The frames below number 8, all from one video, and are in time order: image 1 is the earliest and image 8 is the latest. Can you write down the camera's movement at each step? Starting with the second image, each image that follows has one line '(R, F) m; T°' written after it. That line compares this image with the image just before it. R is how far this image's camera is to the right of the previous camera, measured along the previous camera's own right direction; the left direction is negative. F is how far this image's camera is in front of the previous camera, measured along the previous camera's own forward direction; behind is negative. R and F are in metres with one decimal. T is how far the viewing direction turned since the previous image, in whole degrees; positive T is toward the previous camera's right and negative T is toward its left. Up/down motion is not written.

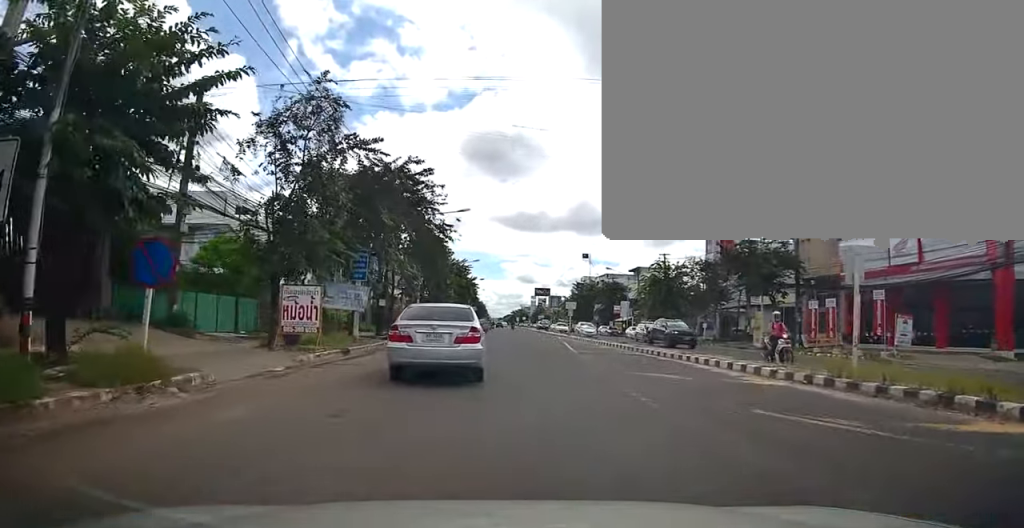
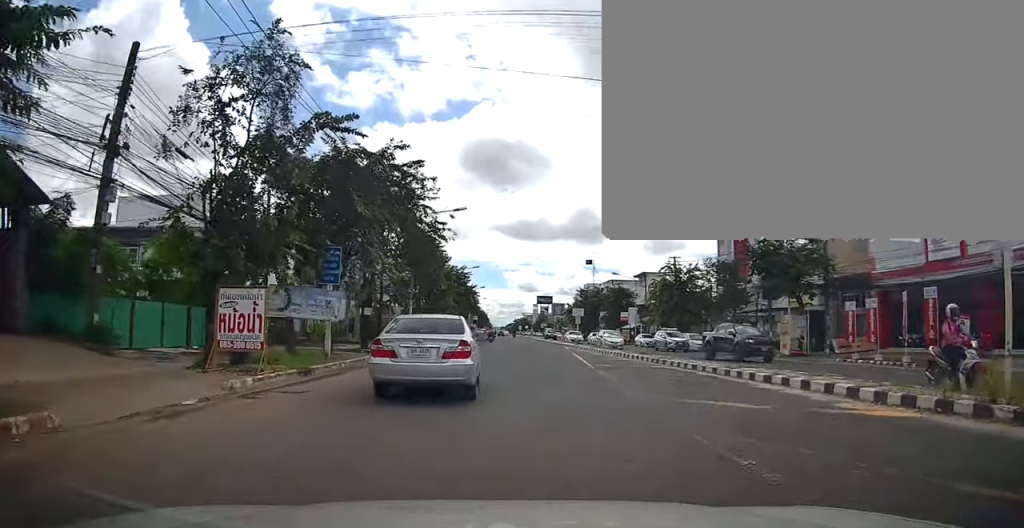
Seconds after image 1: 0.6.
(+0.1, +4.1) m; 0°
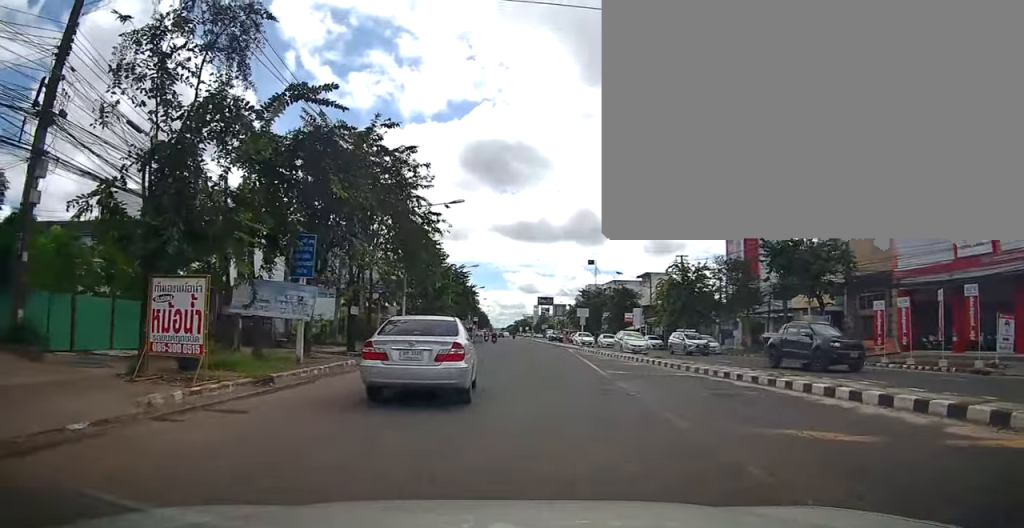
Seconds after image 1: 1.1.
(0.0, +2.8) m; +1°
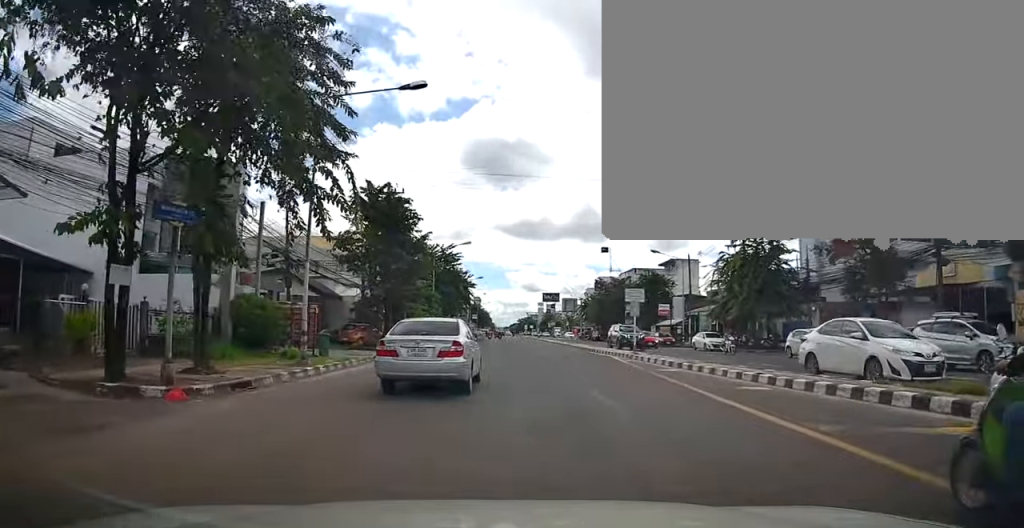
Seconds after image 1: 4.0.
(+1.6, +16.7) m; +4°
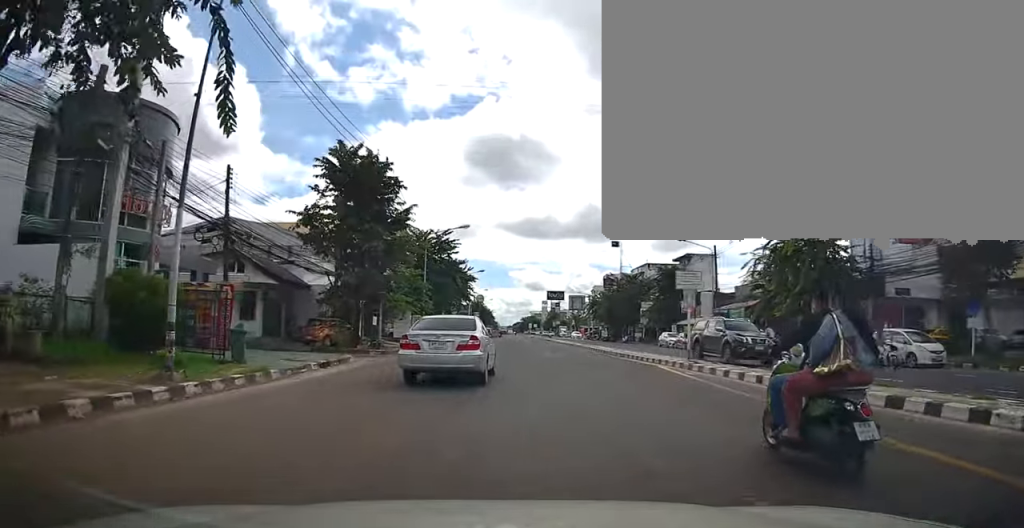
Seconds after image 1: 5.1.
(-0.4, +7.3) m; -3°
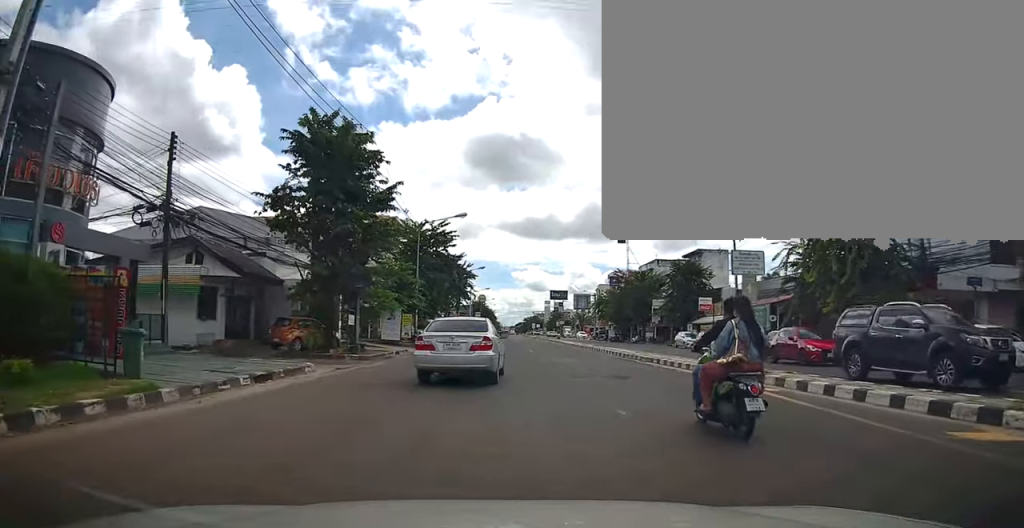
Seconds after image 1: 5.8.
(0.0, +4.7) m; +1°
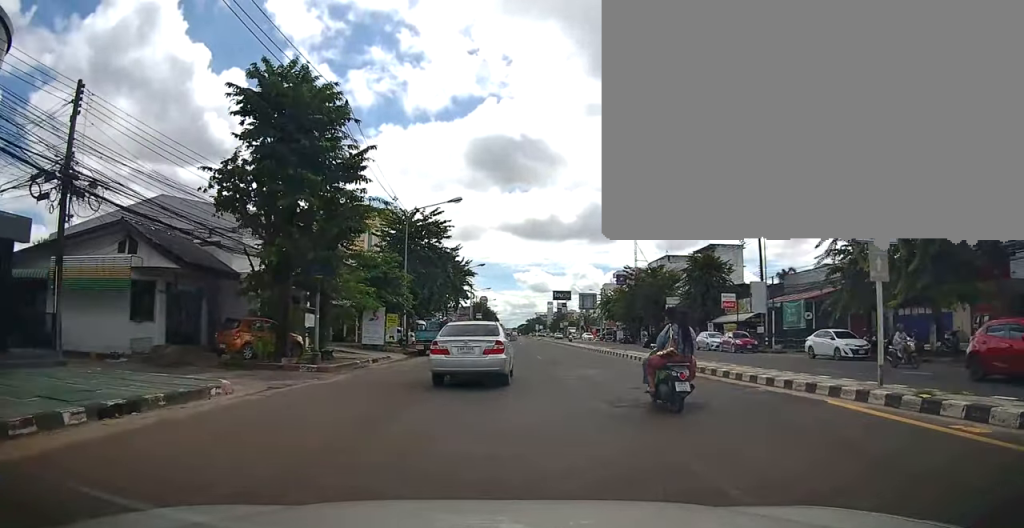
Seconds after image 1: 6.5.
(0.0, +5.4) m; 0°
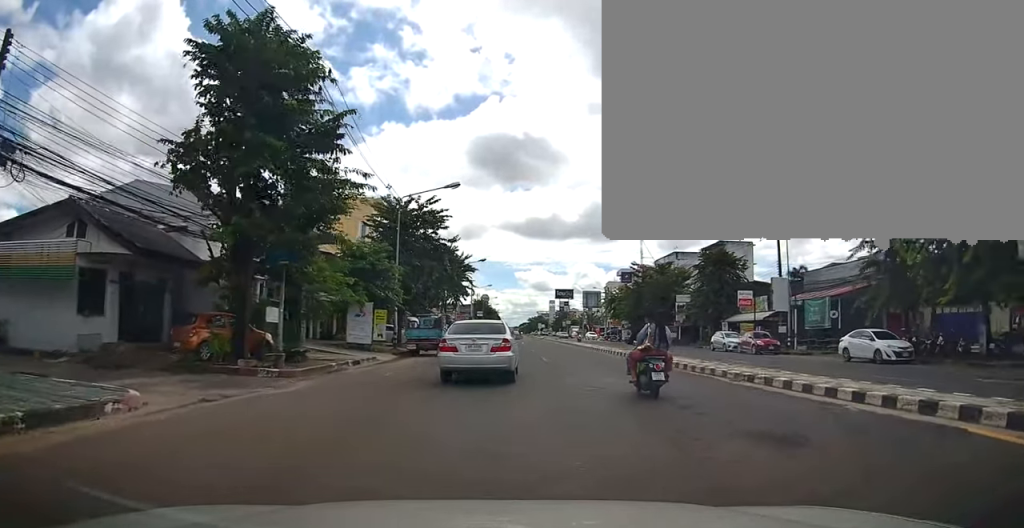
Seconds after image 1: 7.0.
(0.0, +3.2) m; 0°
